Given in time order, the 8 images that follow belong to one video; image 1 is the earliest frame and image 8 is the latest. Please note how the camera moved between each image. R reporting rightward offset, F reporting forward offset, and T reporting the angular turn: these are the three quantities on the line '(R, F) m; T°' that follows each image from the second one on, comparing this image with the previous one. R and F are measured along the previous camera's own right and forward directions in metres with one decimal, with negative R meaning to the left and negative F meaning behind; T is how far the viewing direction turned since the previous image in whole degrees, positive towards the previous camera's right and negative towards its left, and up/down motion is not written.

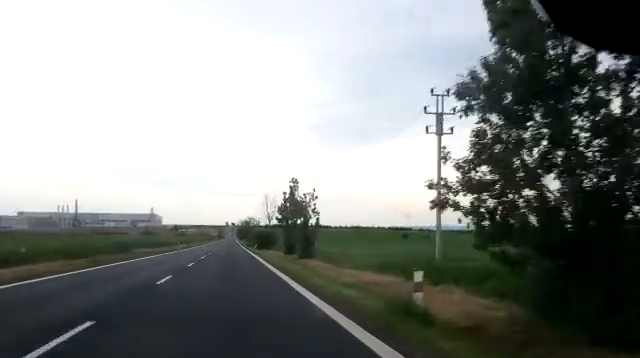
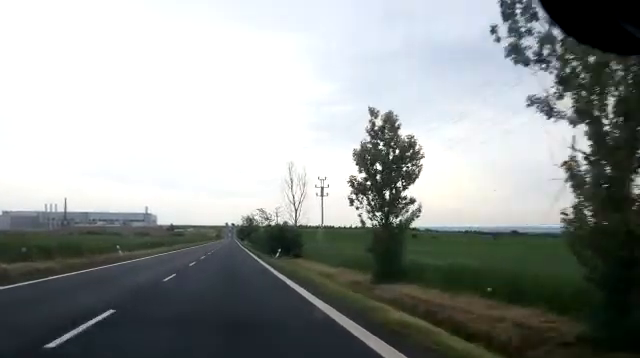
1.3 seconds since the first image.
(+0.1, +34.2) m; -1°
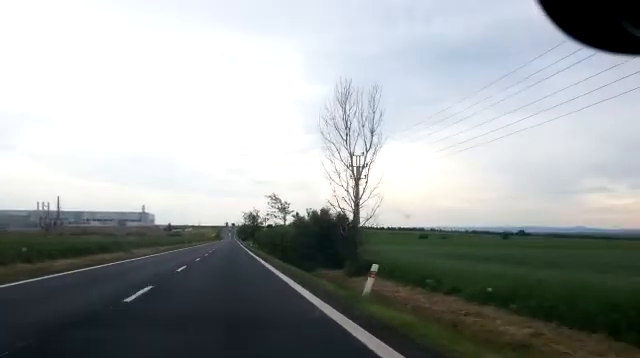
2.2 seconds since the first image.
(-0.4, +22.8) m; 0°
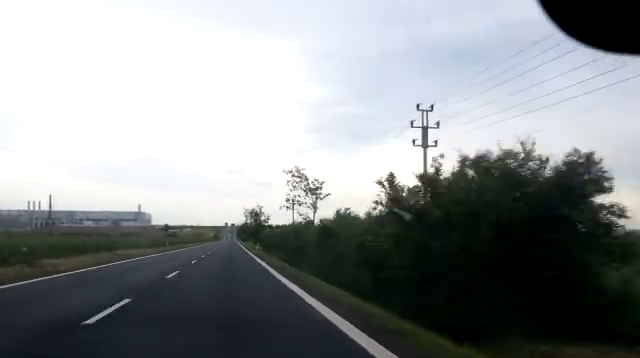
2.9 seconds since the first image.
(+0.2, +20.2) m; 0°
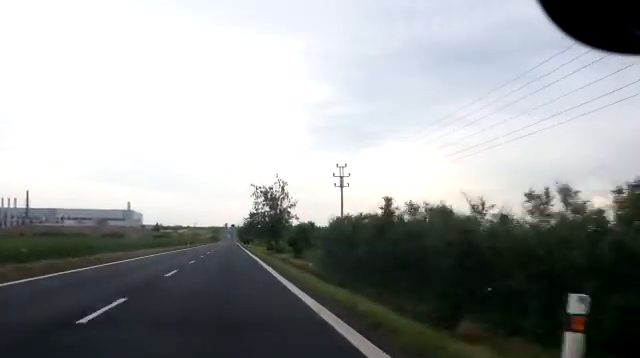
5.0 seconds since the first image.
(-0.1, +53.1) m; 0°
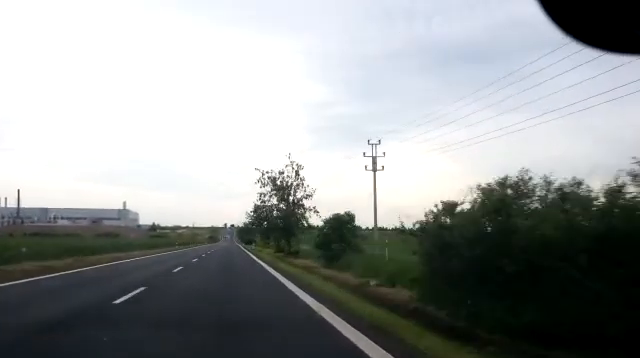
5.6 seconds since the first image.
(+0.1, +15.6) m; 0°
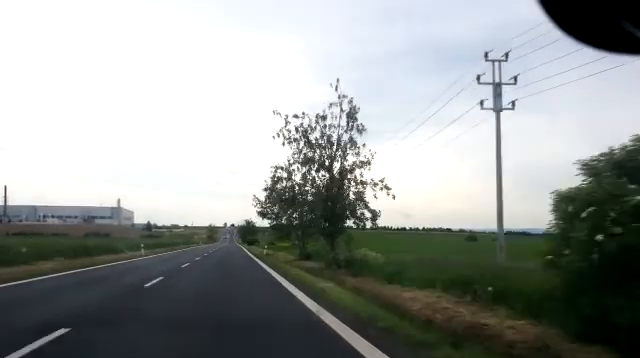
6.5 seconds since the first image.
(0.0, +24.2) m; 0°
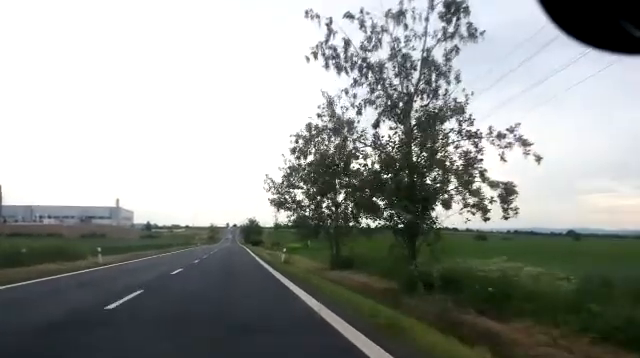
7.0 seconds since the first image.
(0.0, +12.9) m; 0°
